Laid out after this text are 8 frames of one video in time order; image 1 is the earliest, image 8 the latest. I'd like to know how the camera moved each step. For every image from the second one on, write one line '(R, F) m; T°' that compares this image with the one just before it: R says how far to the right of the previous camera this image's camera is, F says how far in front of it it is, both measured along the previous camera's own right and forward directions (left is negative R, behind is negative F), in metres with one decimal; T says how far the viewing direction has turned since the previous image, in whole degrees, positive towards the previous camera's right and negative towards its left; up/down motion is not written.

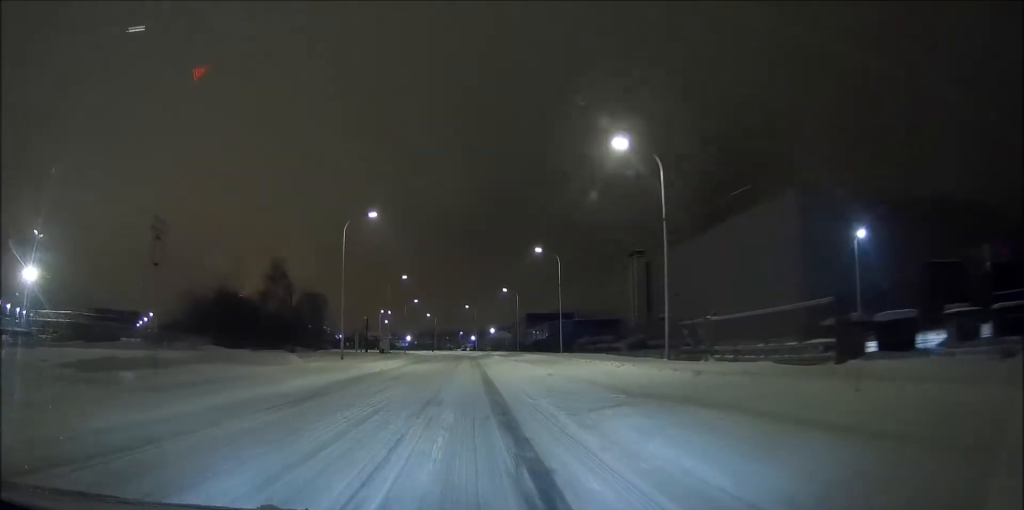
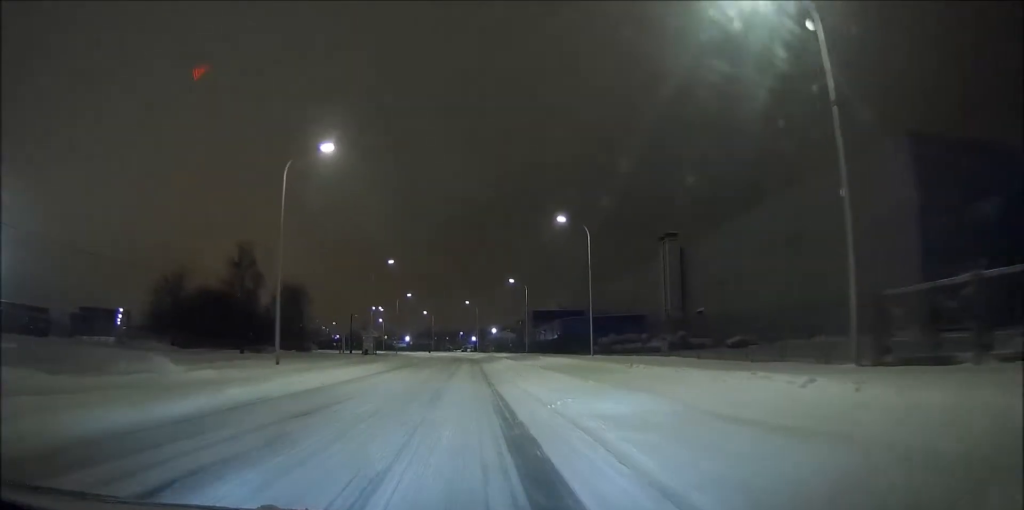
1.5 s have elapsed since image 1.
(+0.1, +15.9) m; 0°
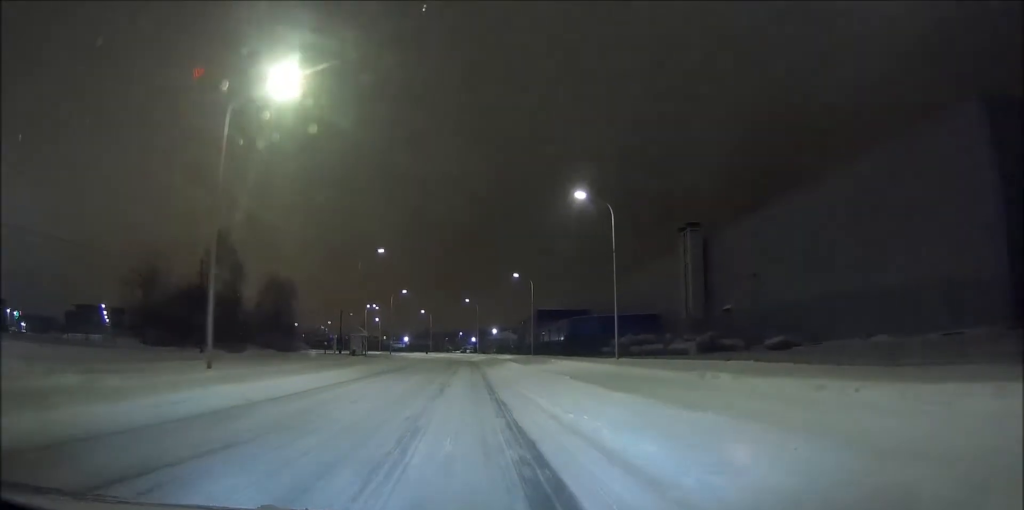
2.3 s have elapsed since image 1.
(0.0, +8.3) m; -1°
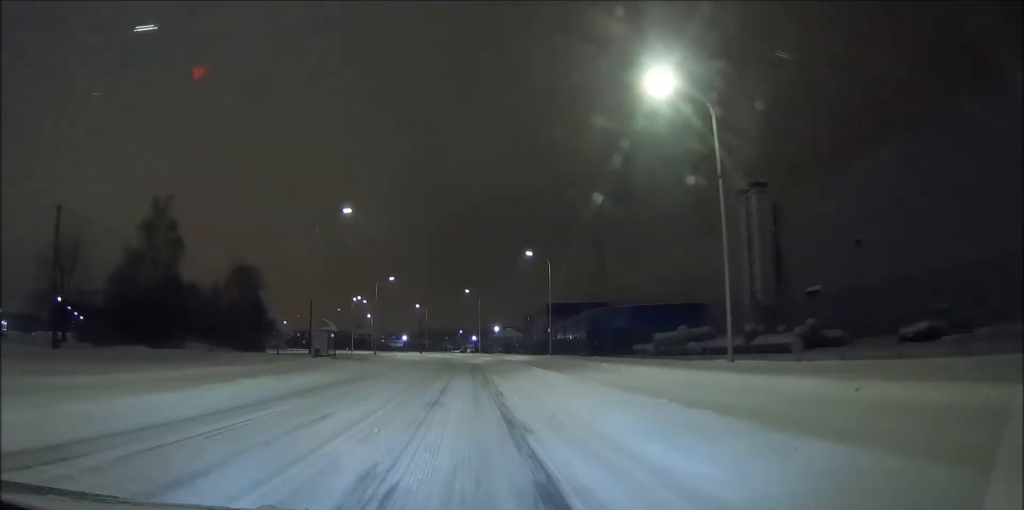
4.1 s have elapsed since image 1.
(-0.1, +17.9) m; 0°
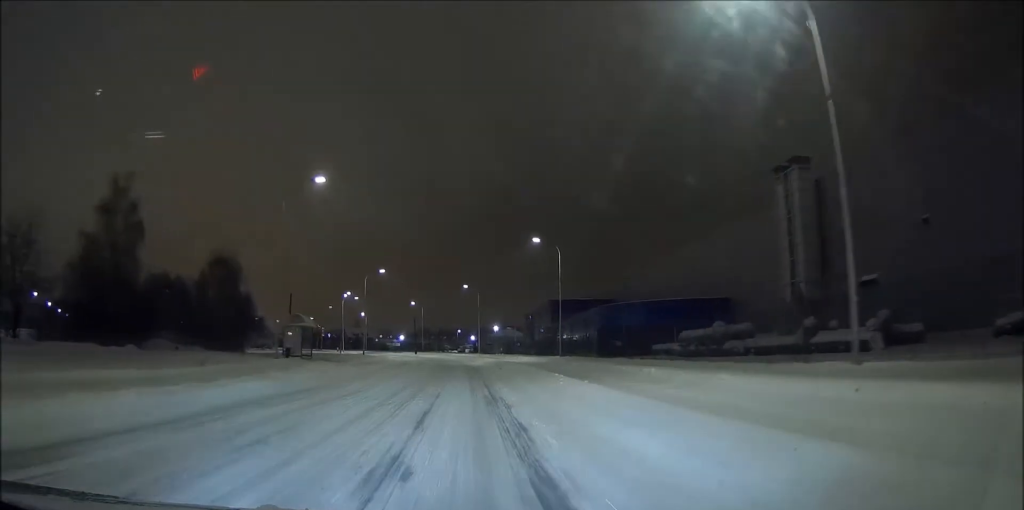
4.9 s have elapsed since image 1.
(0.0, +8.2) m; 0°
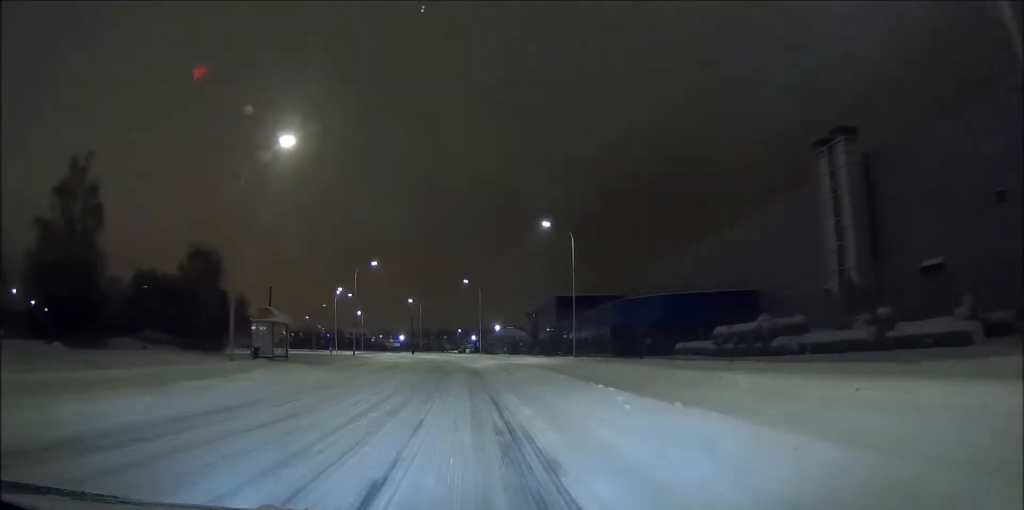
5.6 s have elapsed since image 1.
(0.0, +7.1) m; 0°
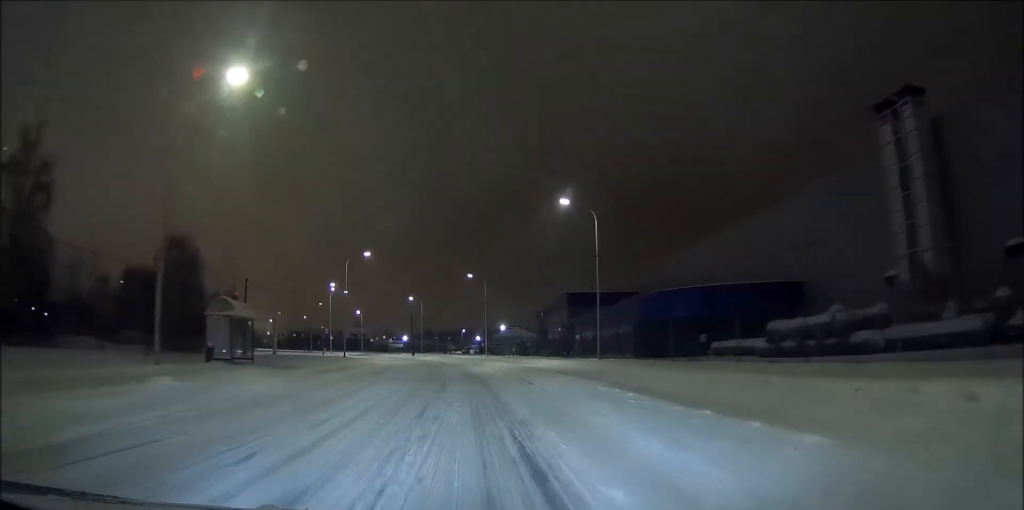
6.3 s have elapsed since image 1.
(0.0, +7.7) m; -1°
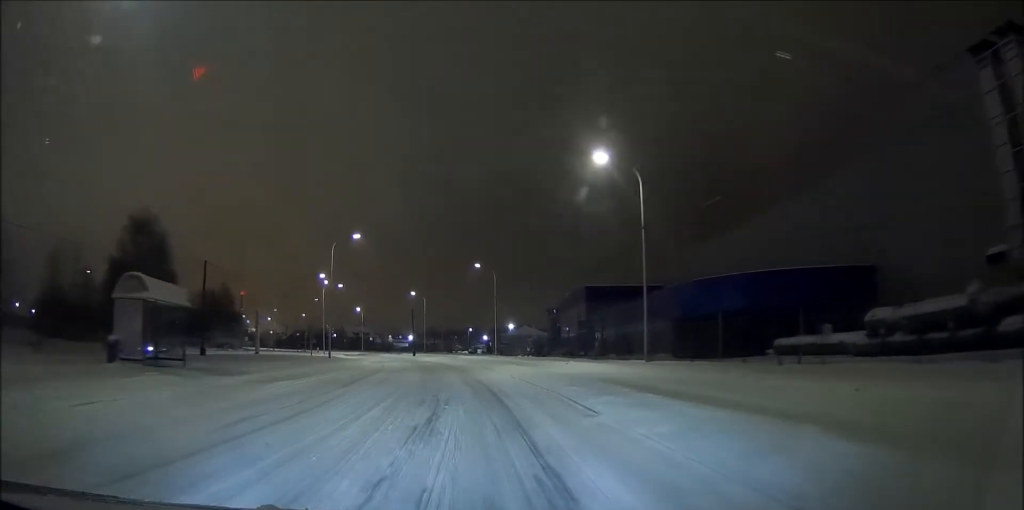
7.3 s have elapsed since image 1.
(-0.2, +9.7) m; -1°
